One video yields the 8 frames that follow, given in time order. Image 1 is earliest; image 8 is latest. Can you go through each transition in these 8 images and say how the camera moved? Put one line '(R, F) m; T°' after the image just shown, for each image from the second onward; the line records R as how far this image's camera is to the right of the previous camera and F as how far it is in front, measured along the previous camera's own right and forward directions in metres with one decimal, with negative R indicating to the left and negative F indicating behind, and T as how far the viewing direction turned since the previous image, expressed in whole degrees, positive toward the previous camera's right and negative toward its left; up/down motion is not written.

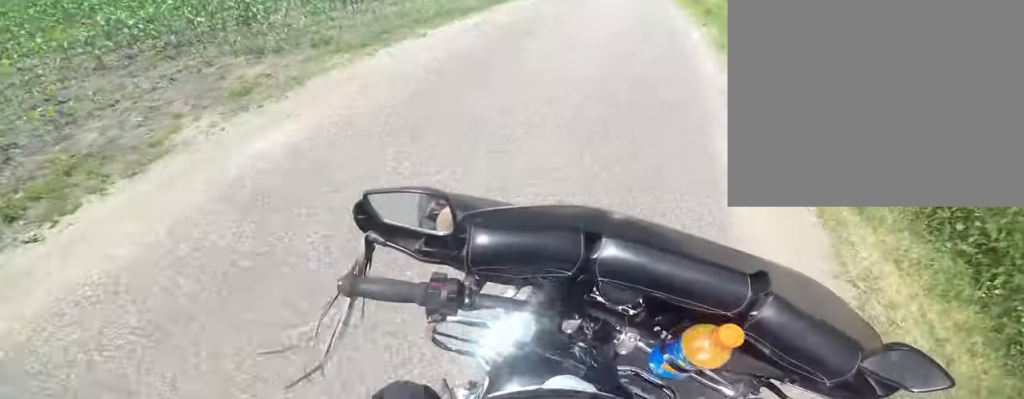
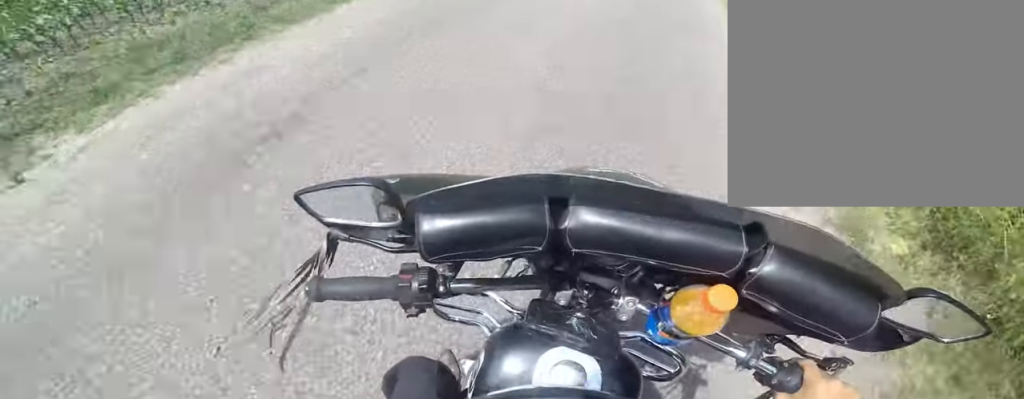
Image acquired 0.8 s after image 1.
(0.0, +4.6) m; 0°
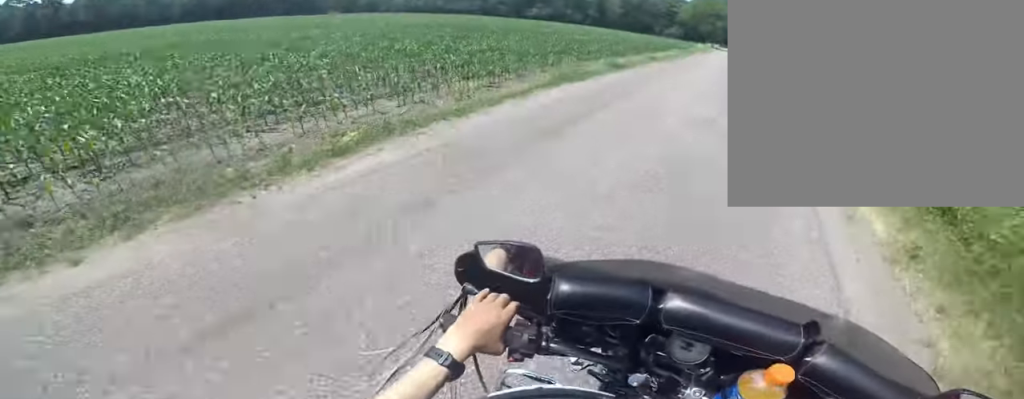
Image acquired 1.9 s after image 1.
(0.0, +7.2) m; 0°
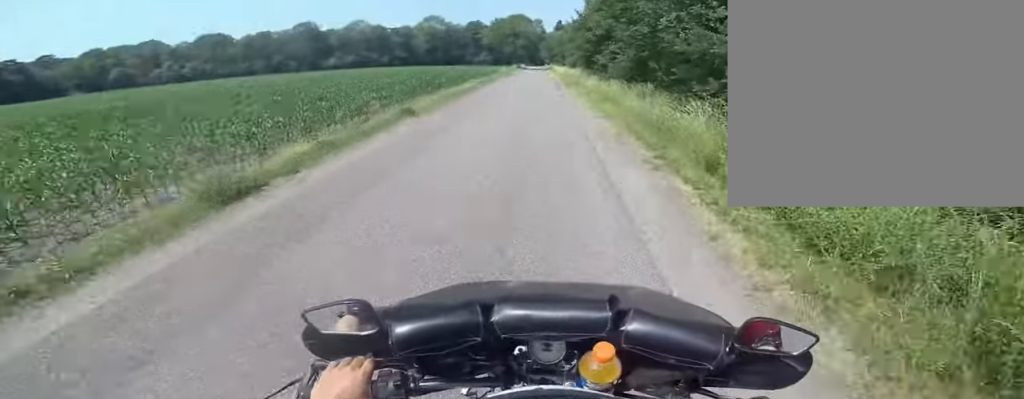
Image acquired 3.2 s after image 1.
(0.0, +9.1) m; 0°
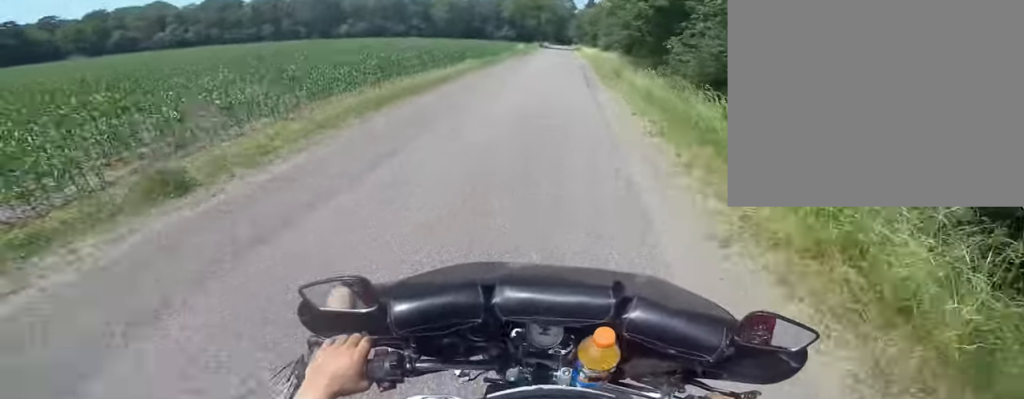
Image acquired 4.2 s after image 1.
(0.0, +7.6) m; -1°
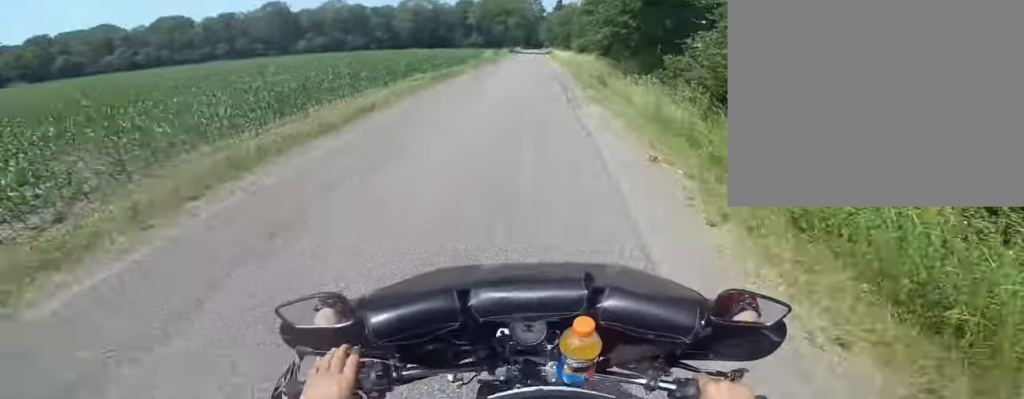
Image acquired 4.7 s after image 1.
(0.0, +3.7) m; 0°
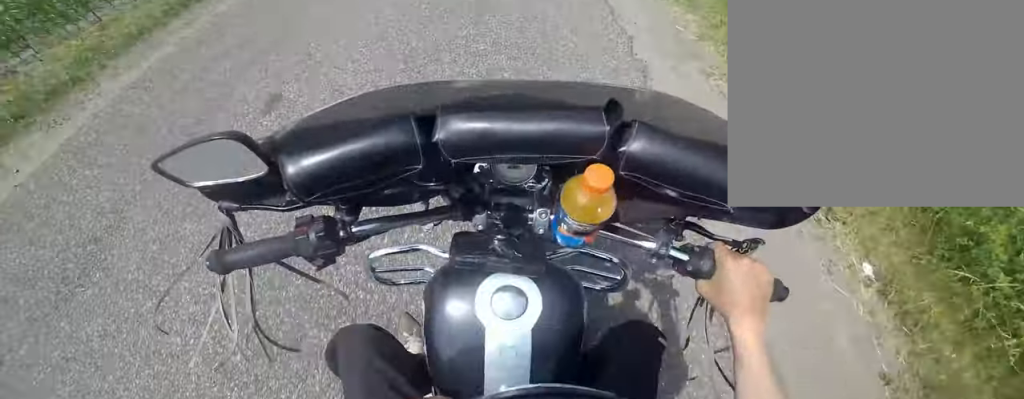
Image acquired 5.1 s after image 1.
(0.0, +3.7) m; 0°
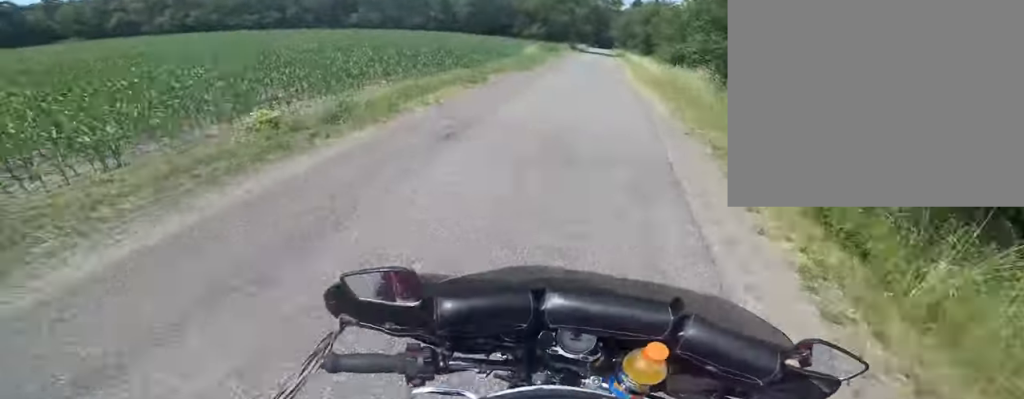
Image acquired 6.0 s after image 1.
(0.0, +7.3) m; 0°
